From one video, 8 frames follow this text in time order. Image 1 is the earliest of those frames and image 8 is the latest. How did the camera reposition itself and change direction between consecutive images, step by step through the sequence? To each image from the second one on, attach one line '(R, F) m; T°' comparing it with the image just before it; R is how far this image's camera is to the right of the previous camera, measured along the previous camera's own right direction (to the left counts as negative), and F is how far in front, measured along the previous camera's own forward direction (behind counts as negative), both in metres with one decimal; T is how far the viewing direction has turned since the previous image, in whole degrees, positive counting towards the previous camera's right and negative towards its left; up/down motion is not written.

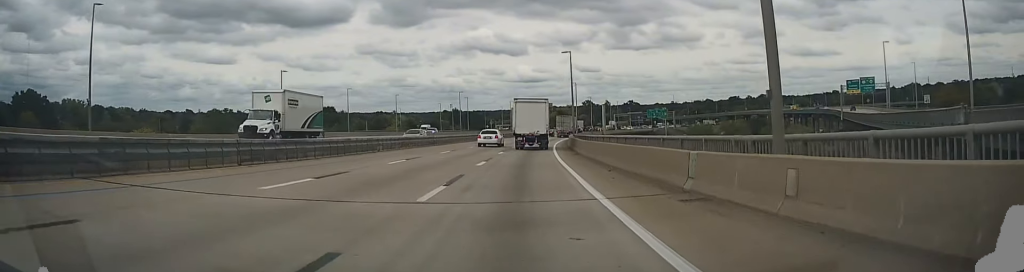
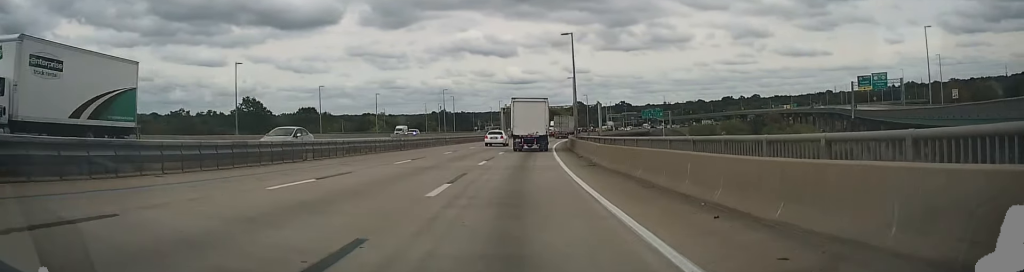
(0.0, +11.2) m; +1°
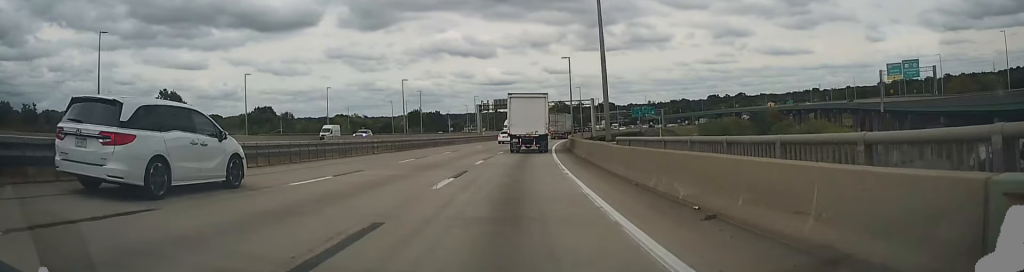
(+0.6, +23.0) m; +2°
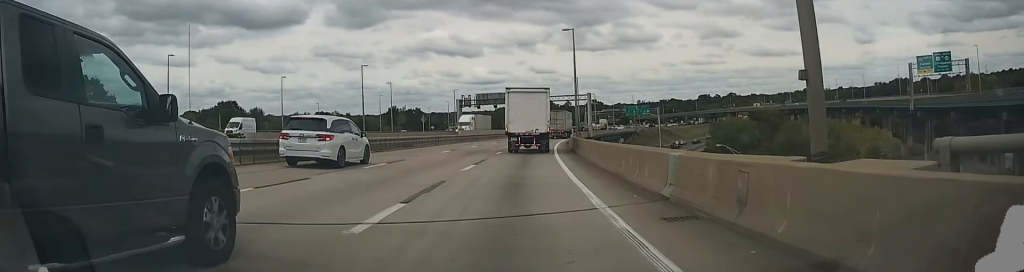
(+0.1, +16.9) m; +1°
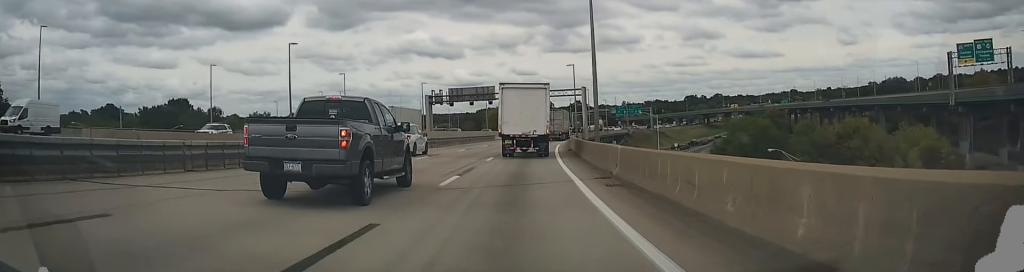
(+0.2, +19.3) m; +2°
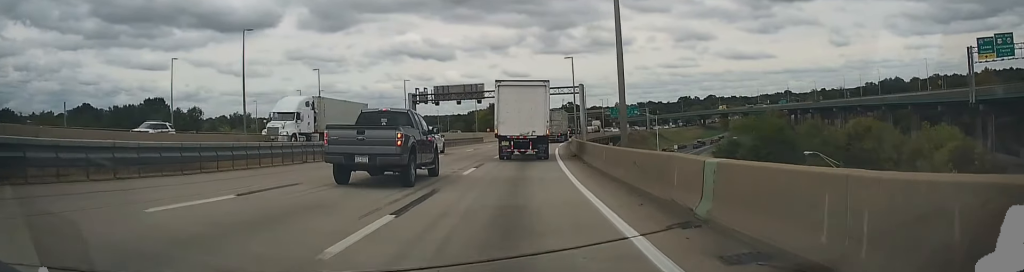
(+0.1, +8.4) m; +1°
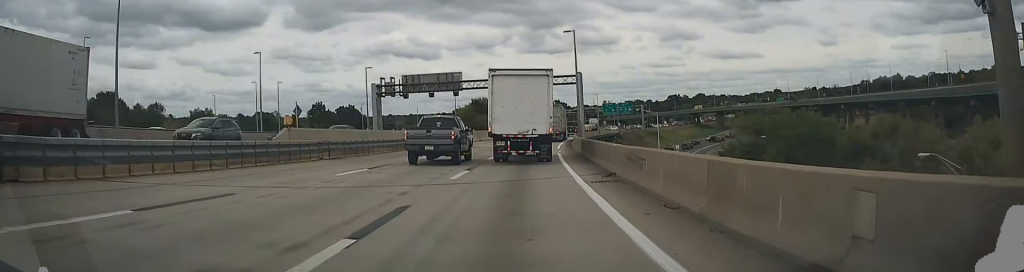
(+0.4, +15.7) m; +2°
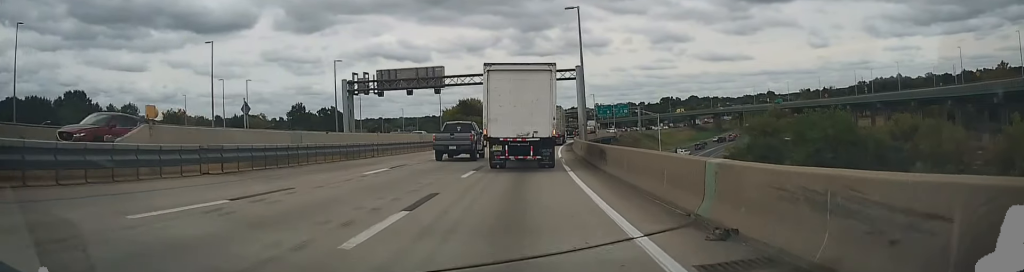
(+0.2, +10.0) m; 0°
